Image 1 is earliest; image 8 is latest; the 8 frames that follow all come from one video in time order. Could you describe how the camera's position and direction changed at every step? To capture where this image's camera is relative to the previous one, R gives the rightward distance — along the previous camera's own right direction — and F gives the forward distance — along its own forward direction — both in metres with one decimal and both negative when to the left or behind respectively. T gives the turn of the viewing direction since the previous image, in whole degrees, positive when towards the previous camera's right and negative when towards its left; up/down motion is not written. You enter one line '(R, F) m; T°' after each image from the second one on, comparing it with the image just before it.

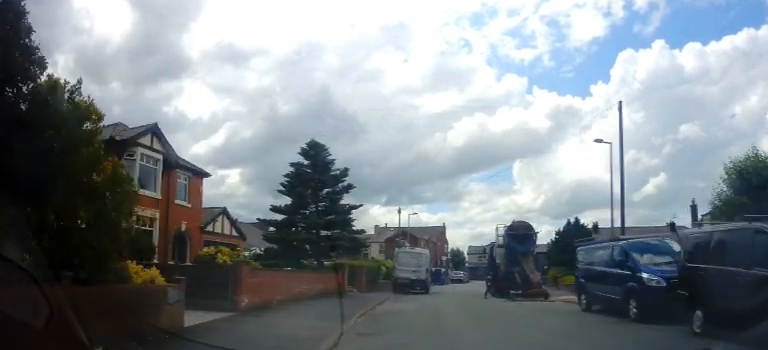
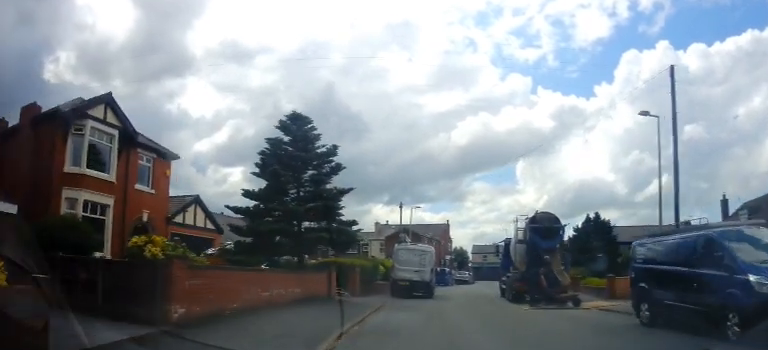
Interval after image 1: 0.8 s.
(0.0, +3.8) m; 0°
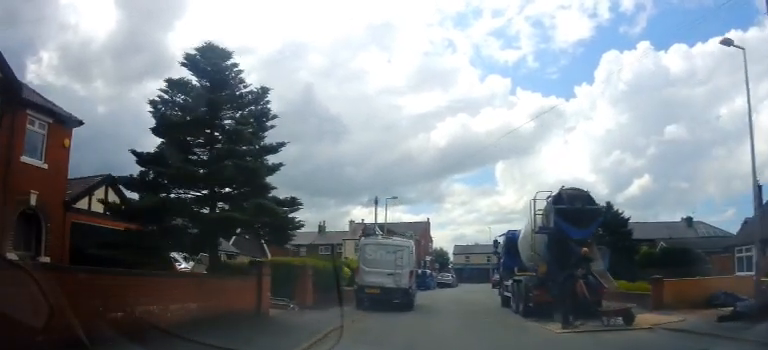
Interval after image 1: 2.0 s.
(+0.3, +5.8) m; +6°
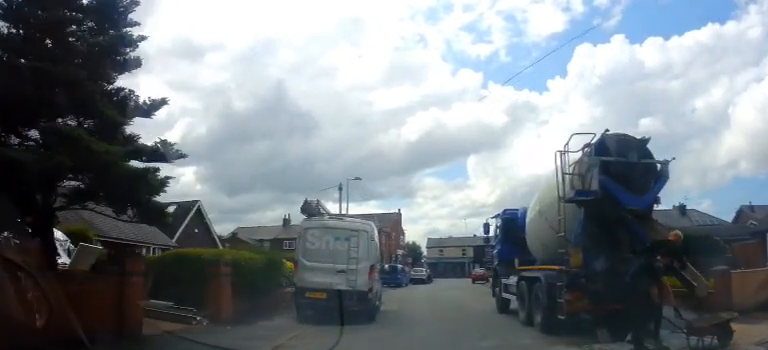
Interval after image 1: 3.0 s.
(+0.3, +4.9) m; -2°
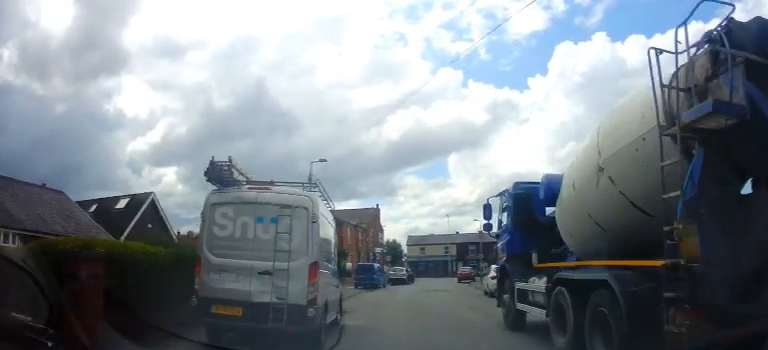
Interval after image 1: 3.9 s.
(-0.4, +4.1) m; -4°
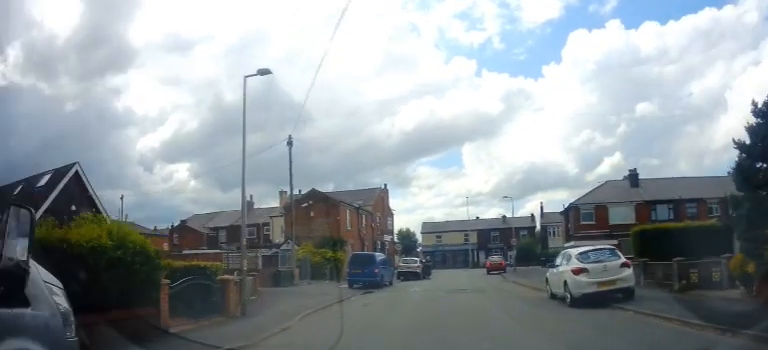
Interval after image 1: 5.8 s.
(+0.9, +9.4) m; +5°
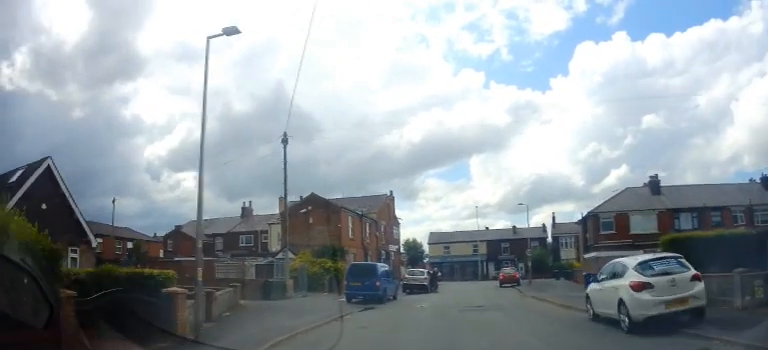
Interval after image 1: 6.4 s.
(-0.2, +2.9) m; -3°
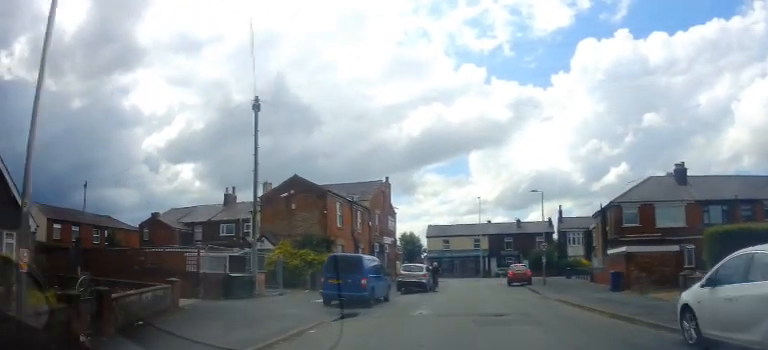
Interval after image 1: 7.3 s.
(-0.1, +4.8) m; +1°
